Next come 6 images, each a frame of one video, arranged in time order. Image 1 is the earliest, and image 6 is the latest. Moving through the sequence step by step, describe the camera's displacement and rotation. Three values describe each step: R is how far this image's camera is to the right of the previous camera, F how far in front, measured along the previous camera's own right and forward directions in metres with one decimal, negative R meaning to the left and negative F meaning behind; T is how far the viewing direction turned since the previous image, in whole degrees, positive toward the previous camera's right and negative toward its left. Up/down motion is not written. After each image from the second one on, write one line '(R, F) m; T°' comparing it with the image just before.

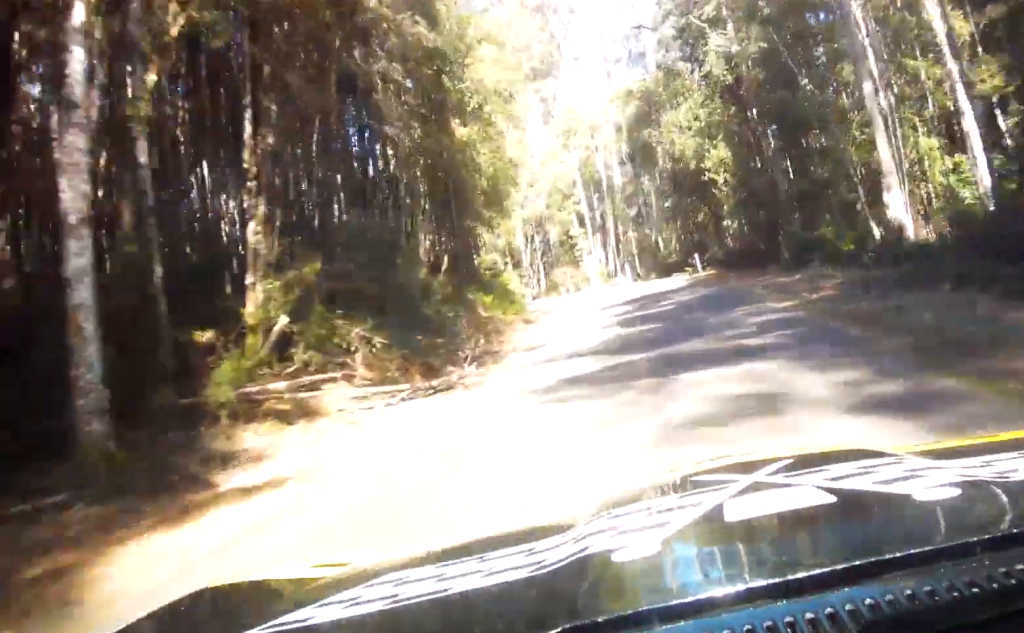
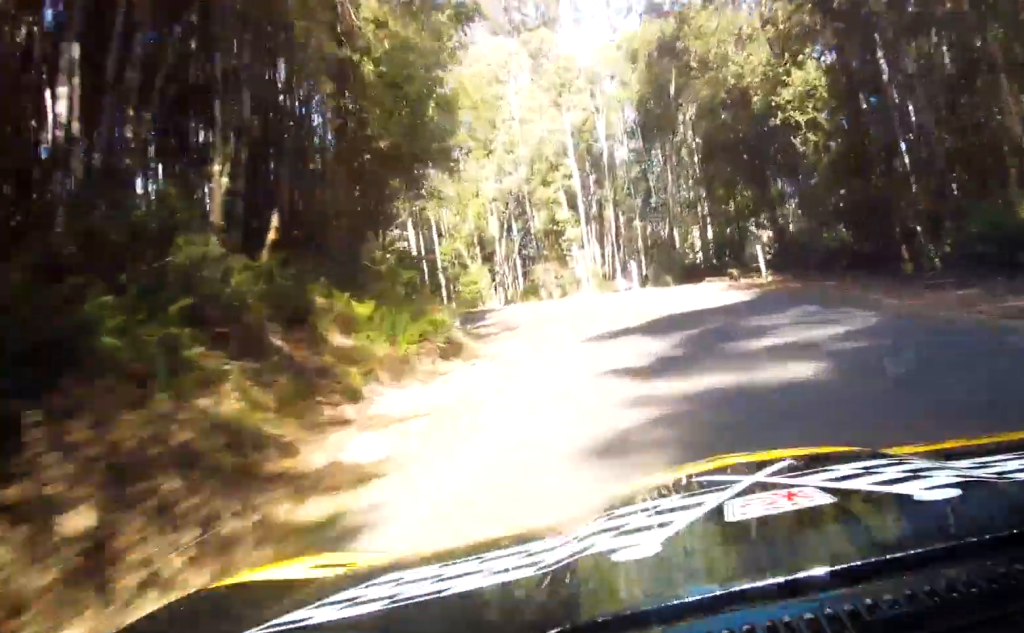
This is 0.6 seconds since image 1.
(-2.2, +20.1) m; -1°
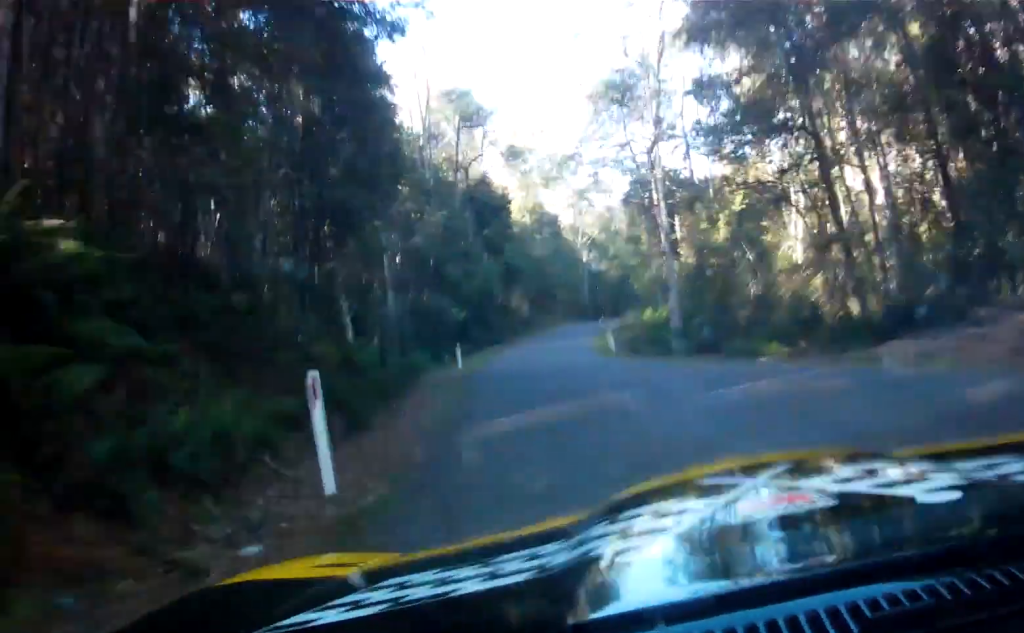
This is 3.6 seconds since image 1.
(+2.9, +87.5) m; -17°
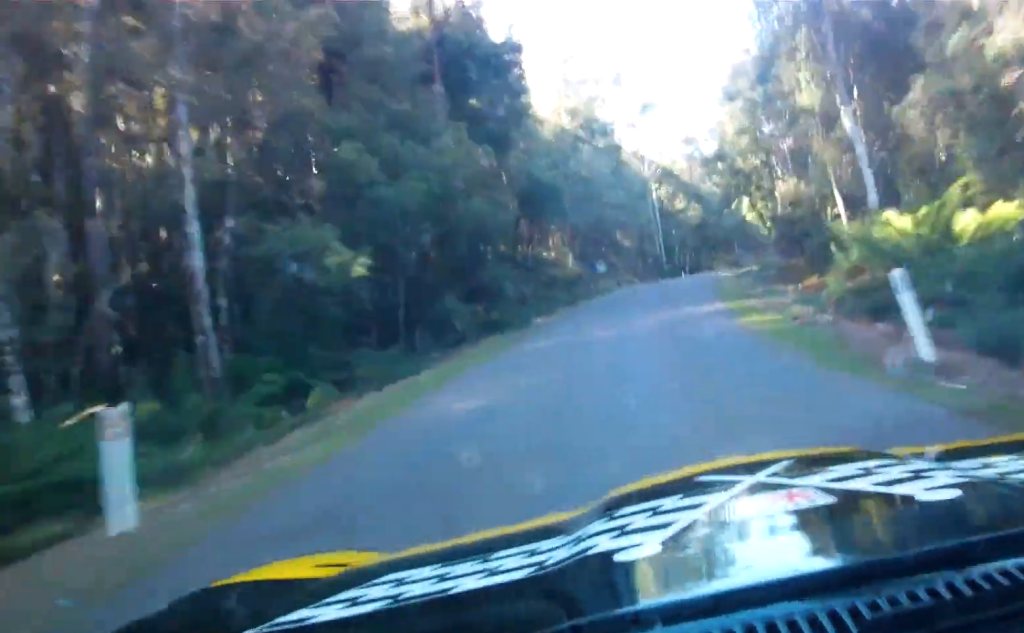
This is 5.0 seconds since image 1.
(-7.3, +43.6) m; -13°
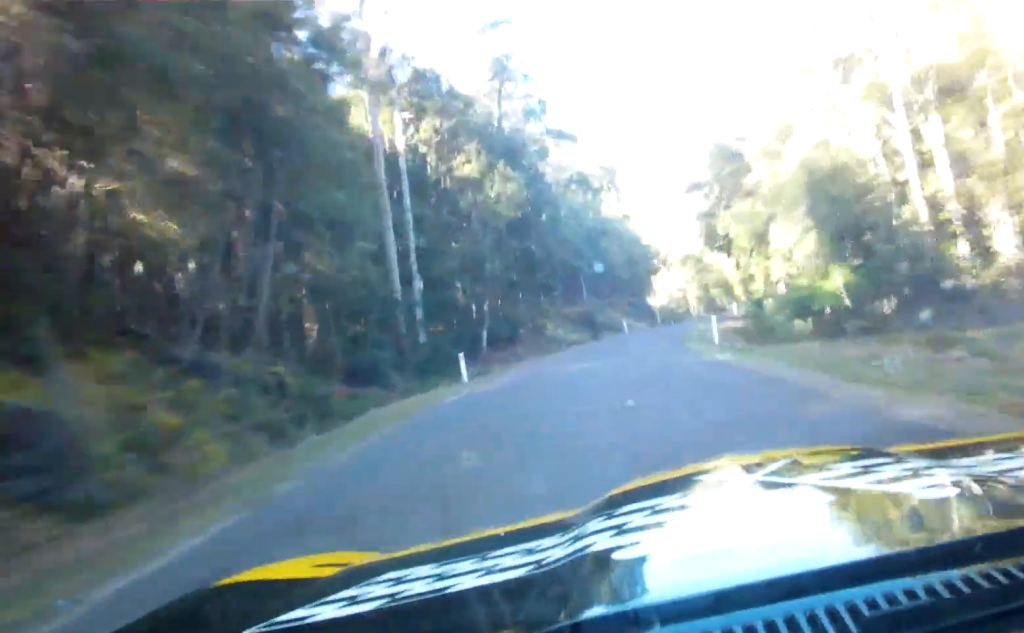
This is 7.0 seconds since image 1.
(+1.4, +74.0) m; +7°
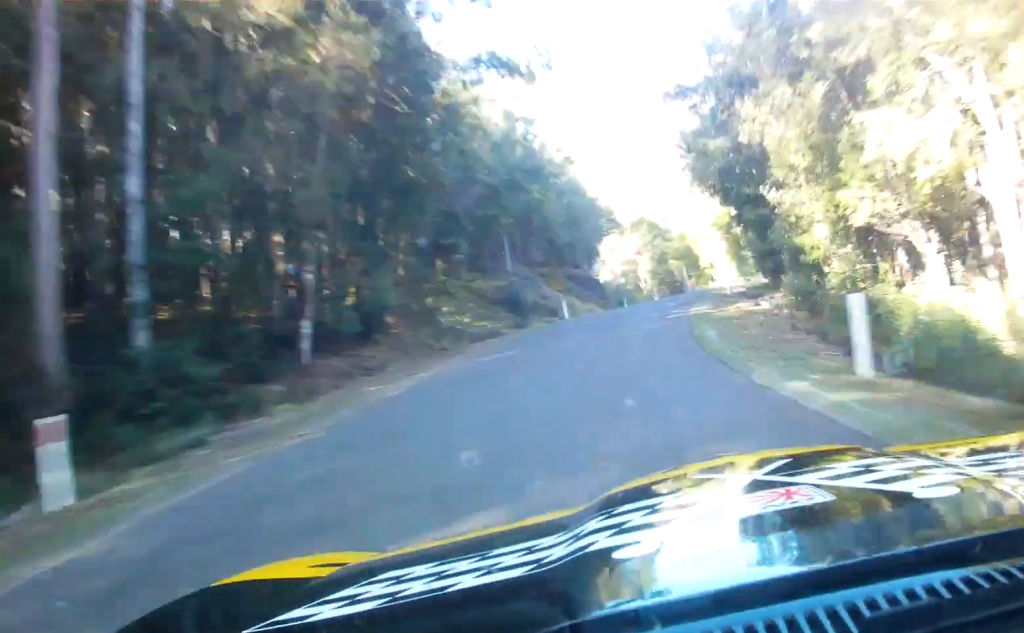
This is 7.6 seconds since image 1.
(+0.4, +21.6) m; +3°
